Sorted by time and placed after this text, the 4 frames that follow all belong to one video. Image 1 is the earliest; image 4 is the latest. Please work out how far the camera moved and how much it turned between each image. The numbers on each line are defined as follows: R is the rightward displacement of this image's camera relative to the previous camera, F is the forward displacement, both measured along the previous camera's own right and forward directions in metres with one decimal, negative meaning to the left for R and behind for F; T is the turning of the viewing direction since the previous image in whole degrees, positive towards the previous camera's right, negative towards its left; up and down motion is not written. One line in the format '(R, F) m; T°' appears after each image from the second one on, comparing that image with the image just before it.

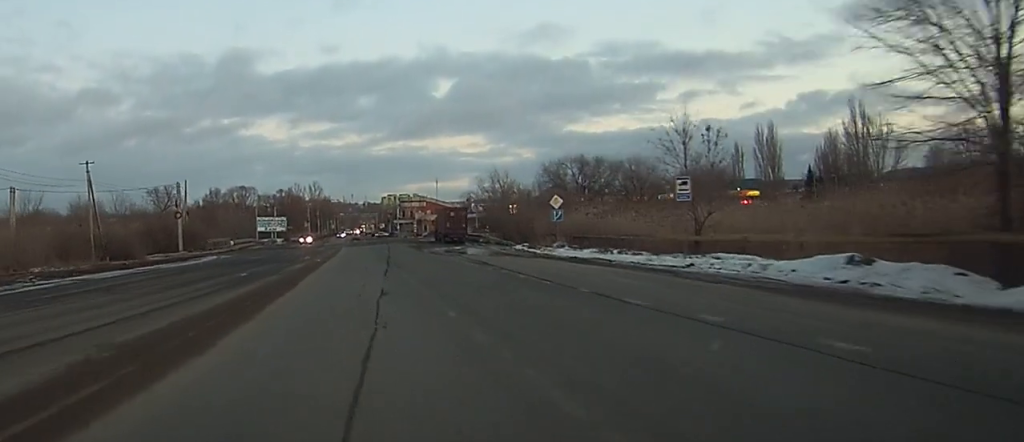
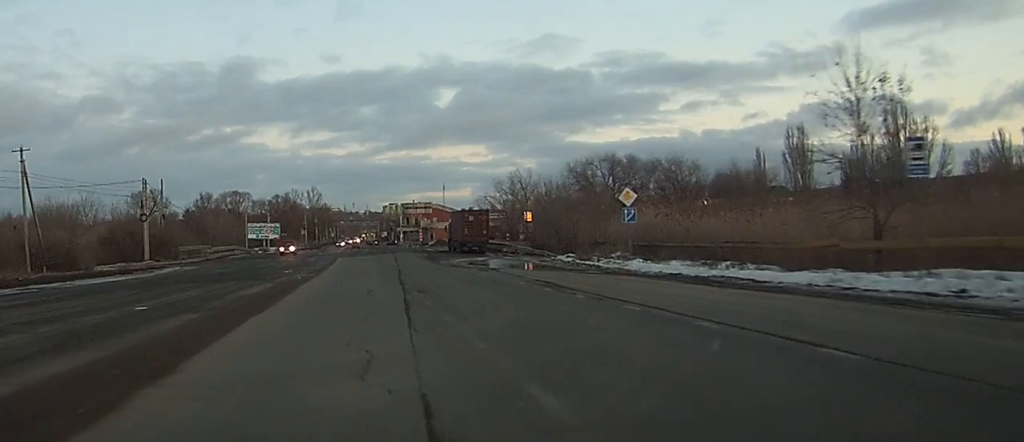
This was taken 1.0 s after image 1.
(0.0, +16.7) m; 0°
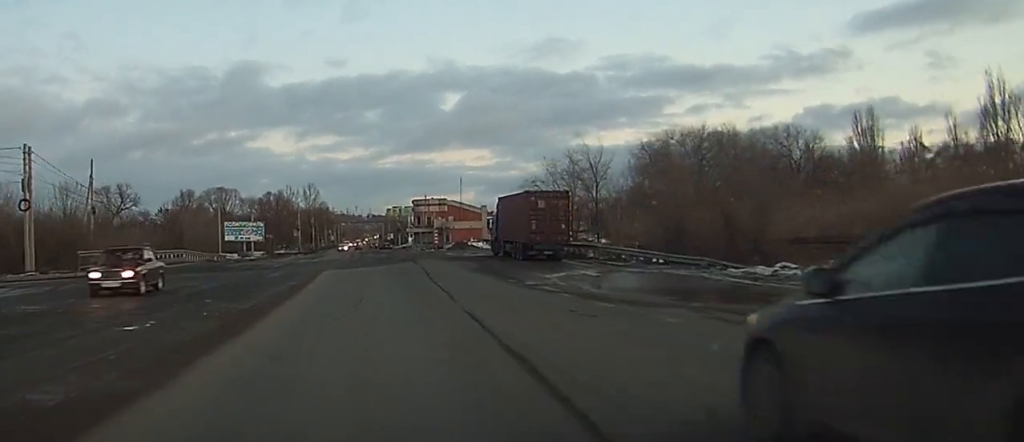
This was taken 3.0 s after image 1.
(0.0, +31.3) m; 0°
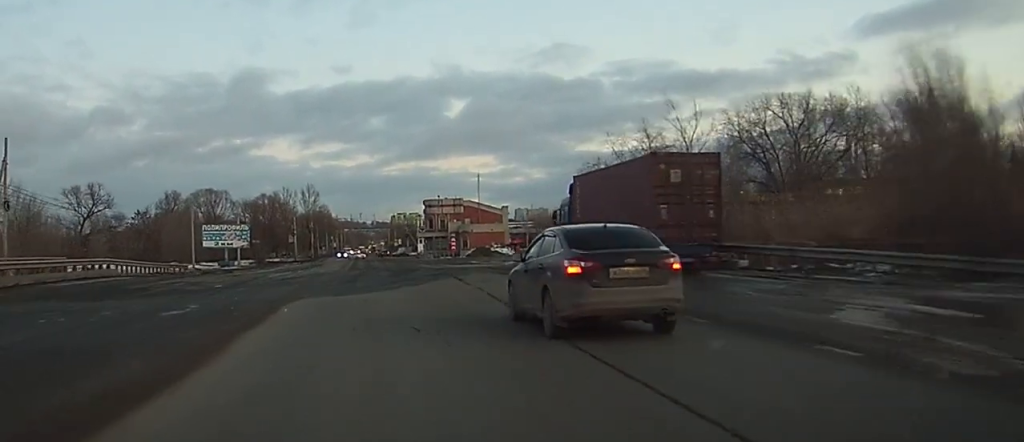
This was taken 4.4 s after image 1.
(0.0, +21.4) m; 0°
